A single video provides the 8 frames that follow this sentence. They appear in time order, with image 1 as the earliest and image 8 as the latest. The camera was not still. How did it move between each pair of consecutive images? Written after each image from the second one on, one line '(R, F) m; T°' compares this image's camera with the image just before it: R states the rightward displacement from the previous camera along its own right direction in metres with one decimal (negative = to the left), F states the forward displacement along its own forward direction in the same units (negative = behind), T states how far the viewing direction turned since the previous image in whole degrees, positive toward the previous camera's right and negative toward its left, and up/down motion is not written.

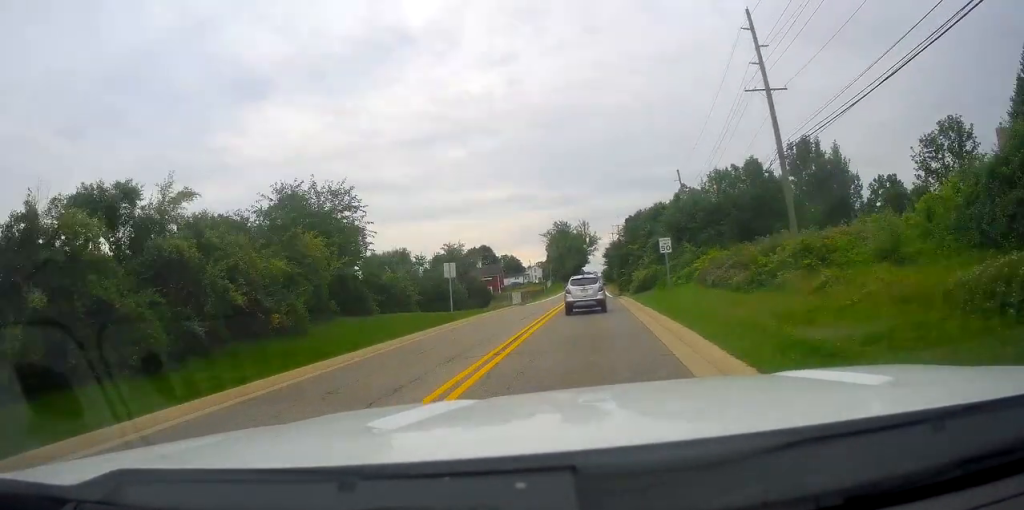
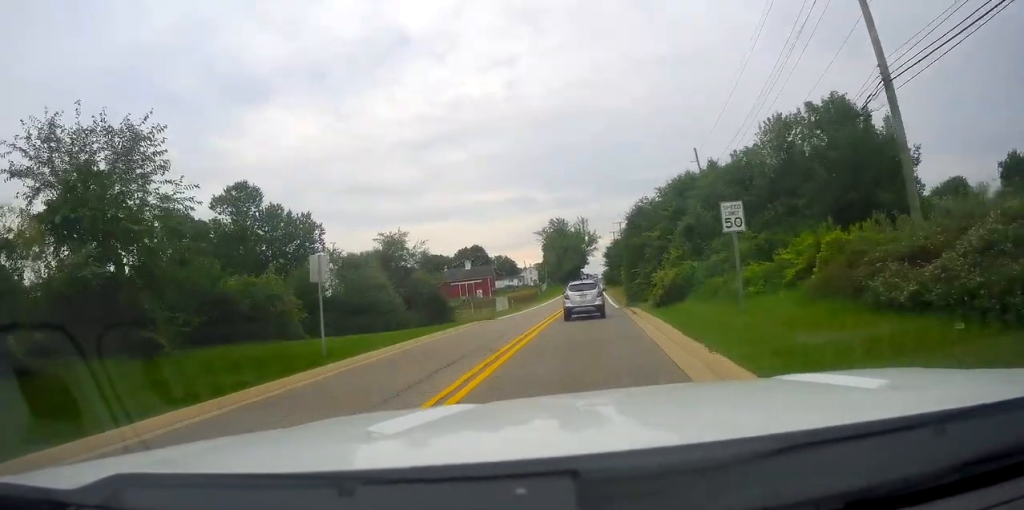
(-0.3, +14.9) m; 0°
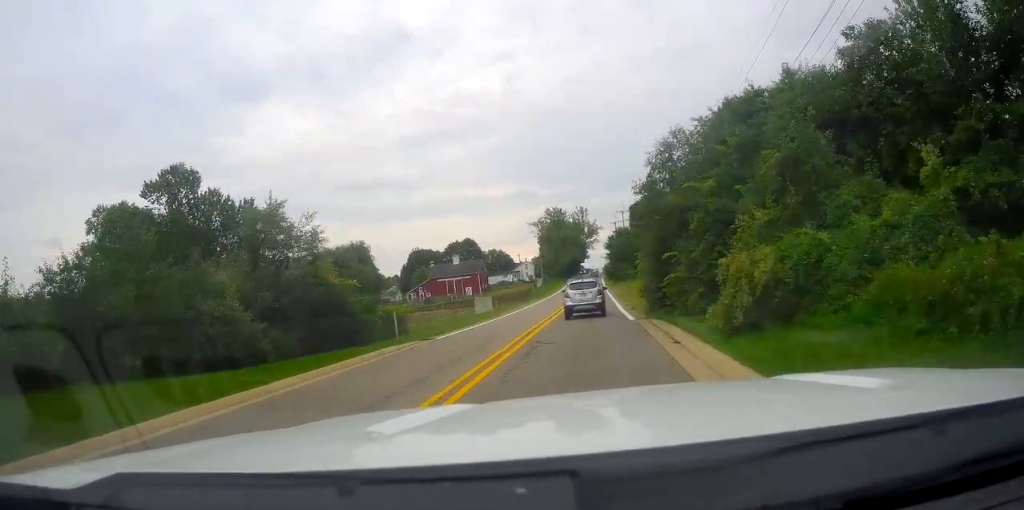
(+0.5, +14.3) m; +1°
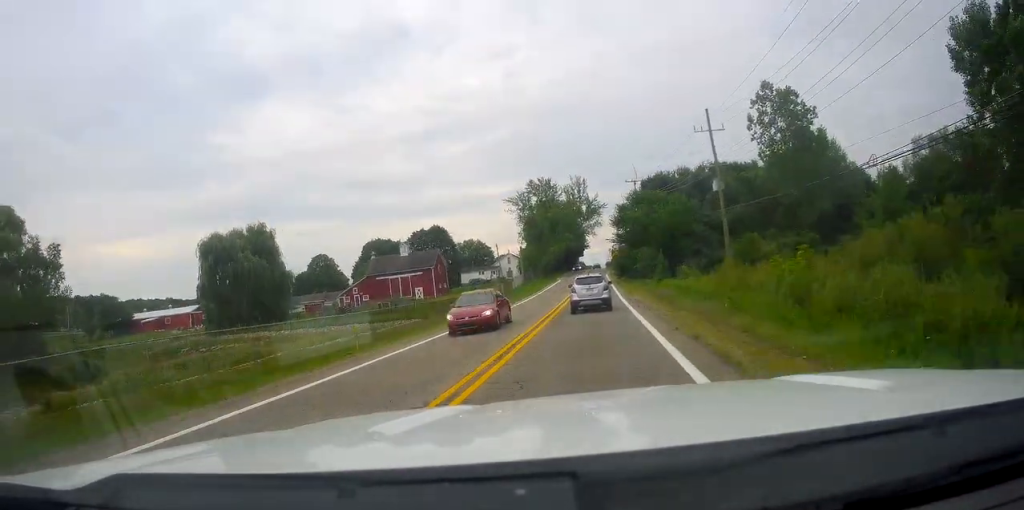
(-1.4, +41.3) m; -1°
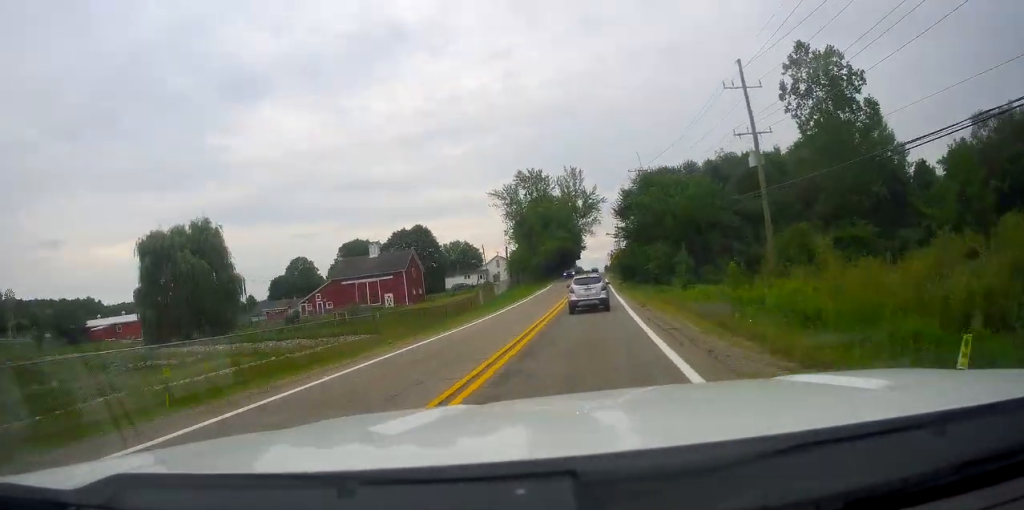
(+0.5, +14.3) m; 0°
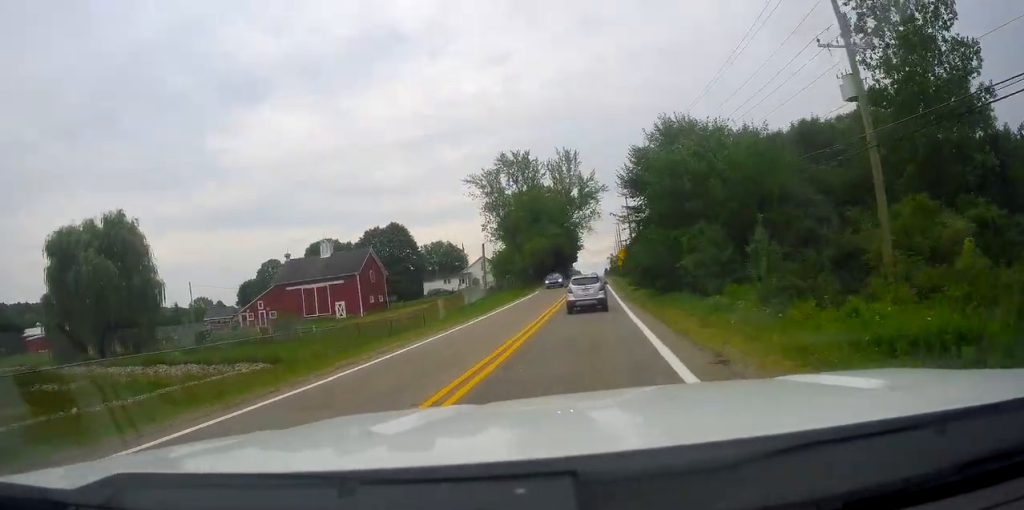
(-0.1, +17.1) m; 0°
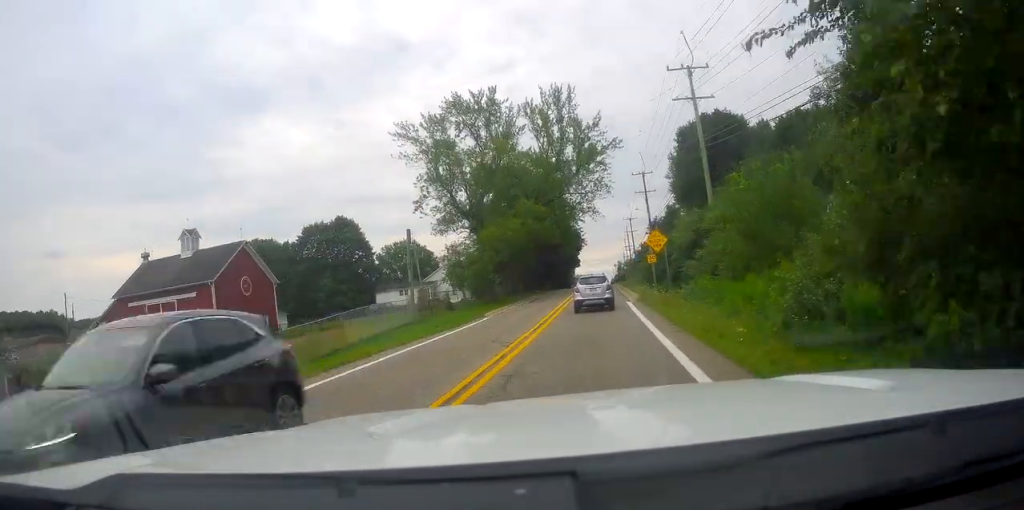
(-0.1, +30.9) m; +2°
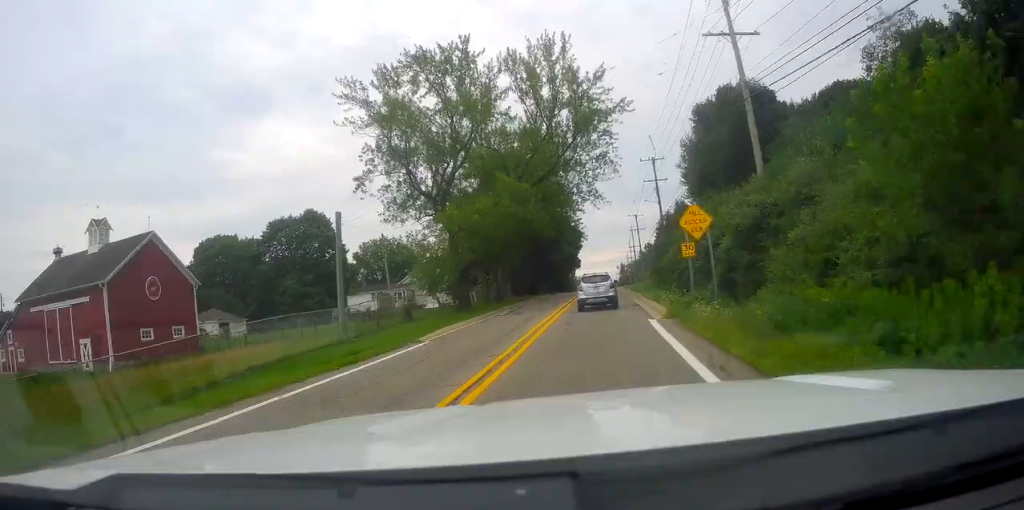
(+0.2, +12.2) m; -1°
